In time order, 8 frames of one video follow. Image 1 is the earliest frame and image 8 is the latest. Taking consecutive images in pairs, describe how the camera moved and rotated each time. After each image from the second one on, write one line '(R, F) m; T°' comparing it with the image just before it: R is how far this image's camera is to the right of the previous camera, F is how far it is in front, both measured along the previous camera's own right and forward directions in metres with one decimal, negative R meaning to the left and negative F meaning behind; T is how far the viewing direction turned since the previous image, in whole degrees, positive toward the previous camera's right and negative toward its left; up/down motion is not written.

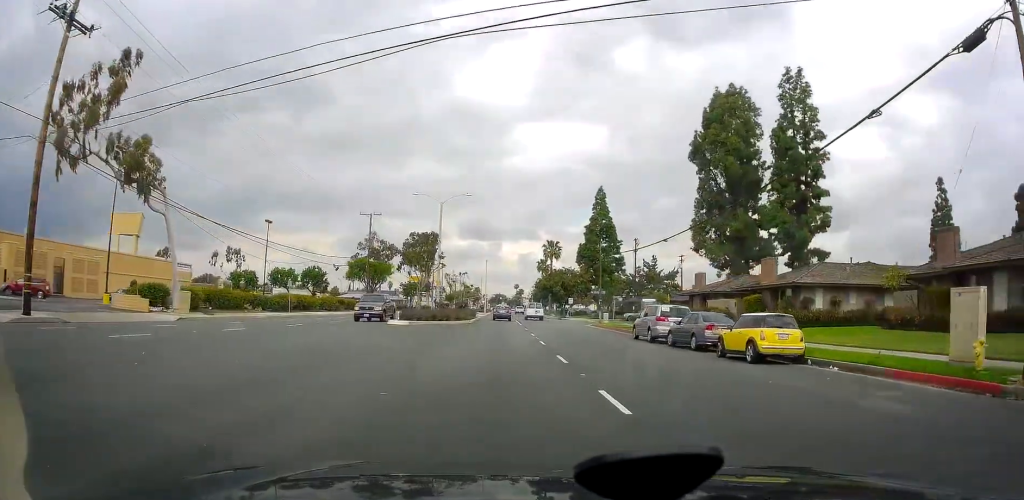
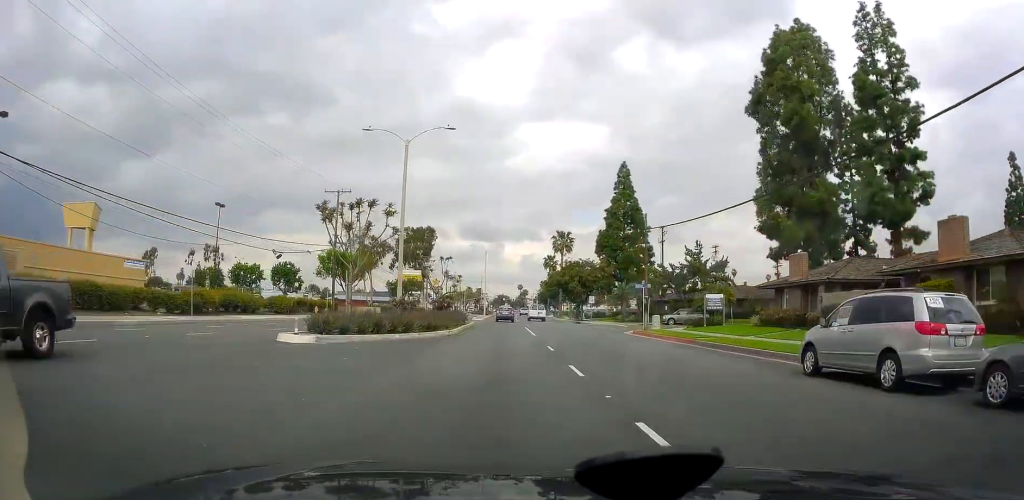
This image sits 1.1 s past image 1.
(0.0, +17.5) m; 0°
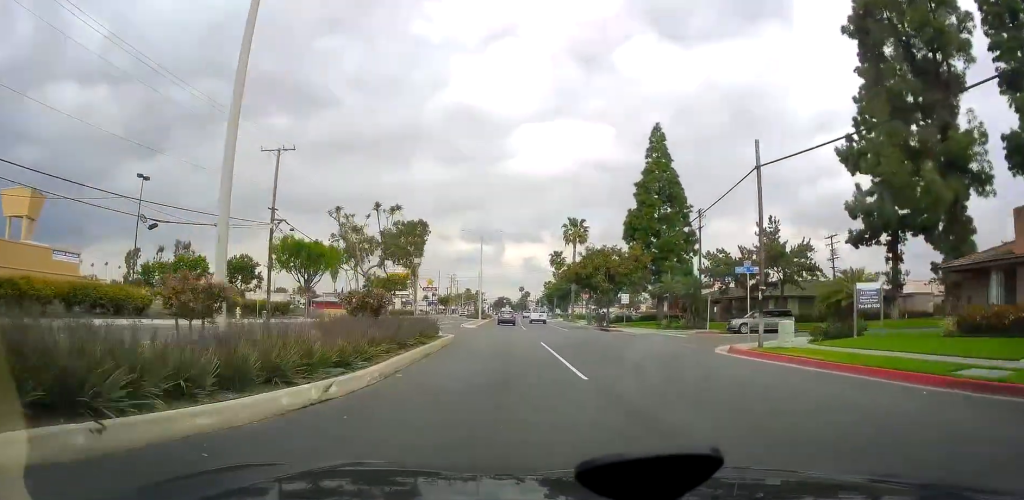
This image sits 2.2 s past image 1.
(0.0, +18.1) m; -1°
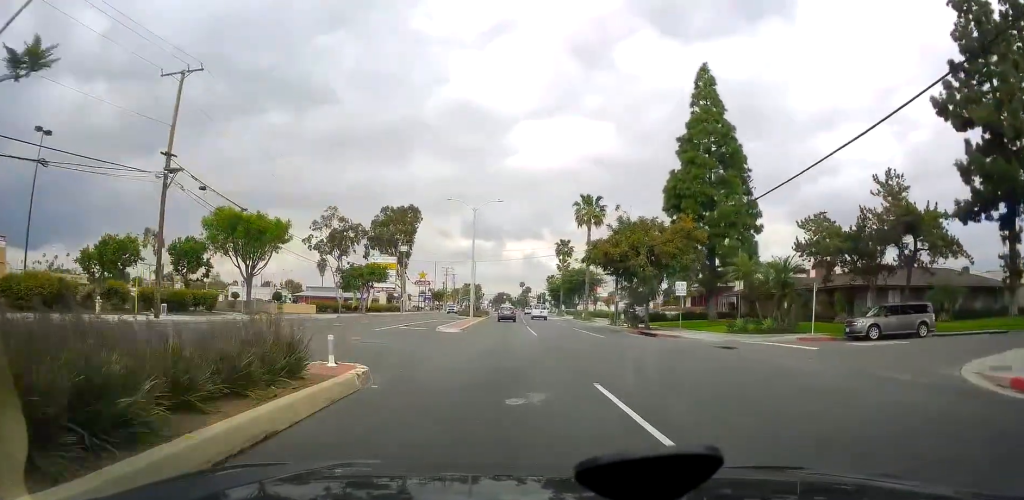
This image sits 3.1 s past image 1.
(-0.2, +16.0) m; -1°
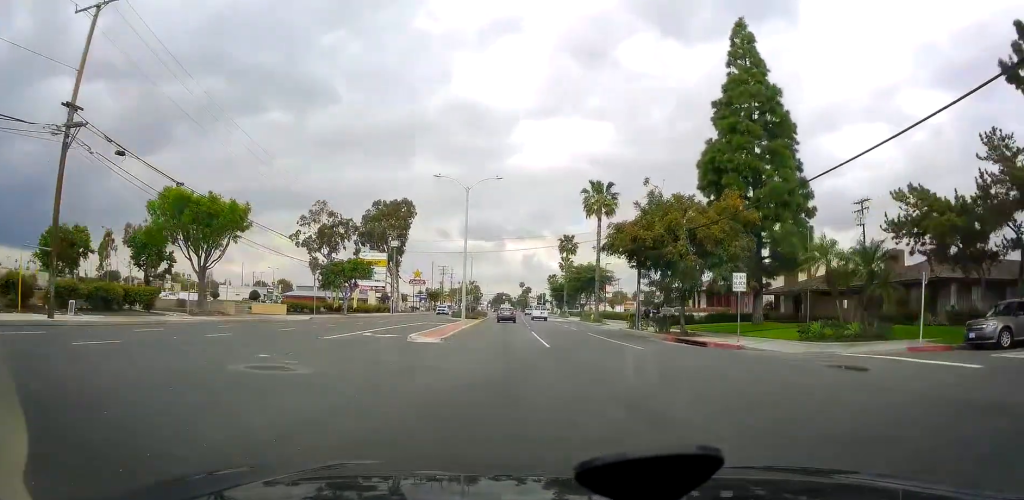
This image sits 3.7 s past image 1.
(-0.2, +8.8) m; 0°
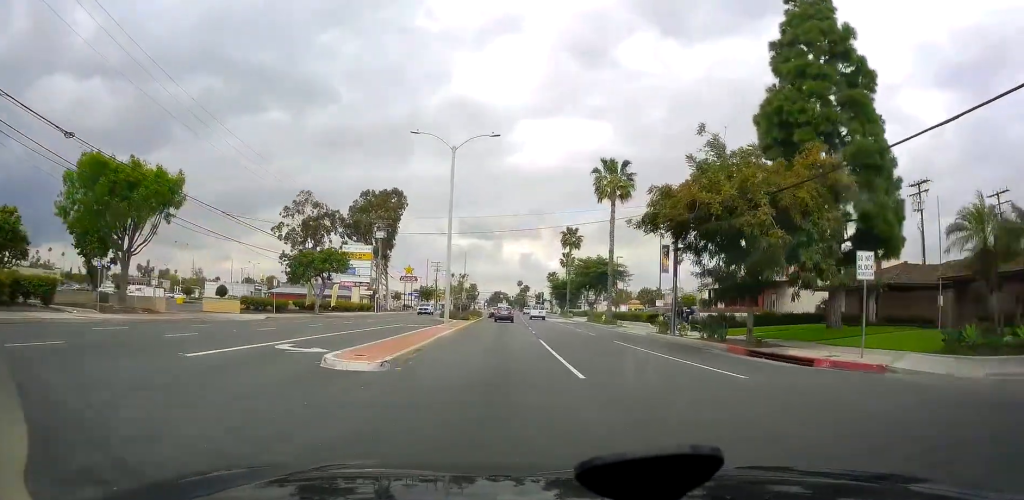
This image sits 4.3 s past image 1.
(+0.2, +9.8) m; -1°
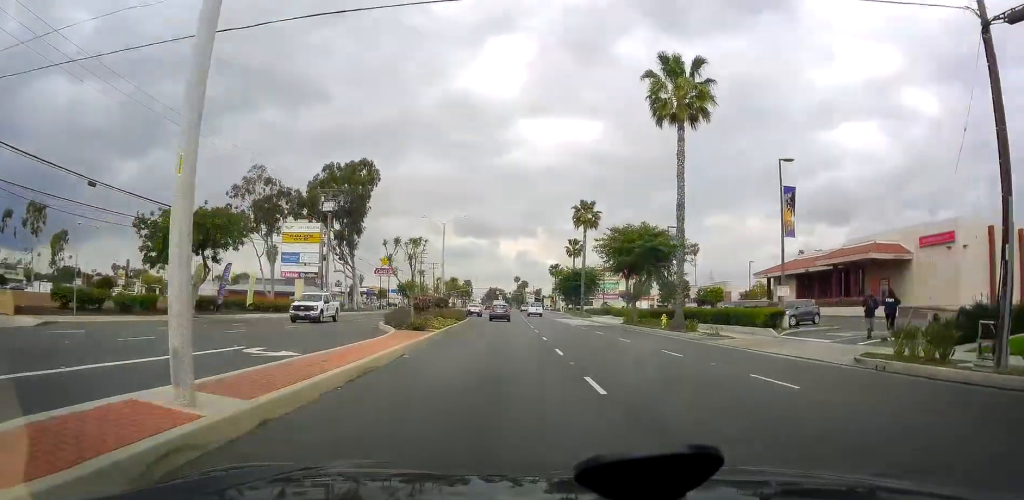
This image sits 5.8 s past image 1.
(-0.8, +24.4) m; -1°
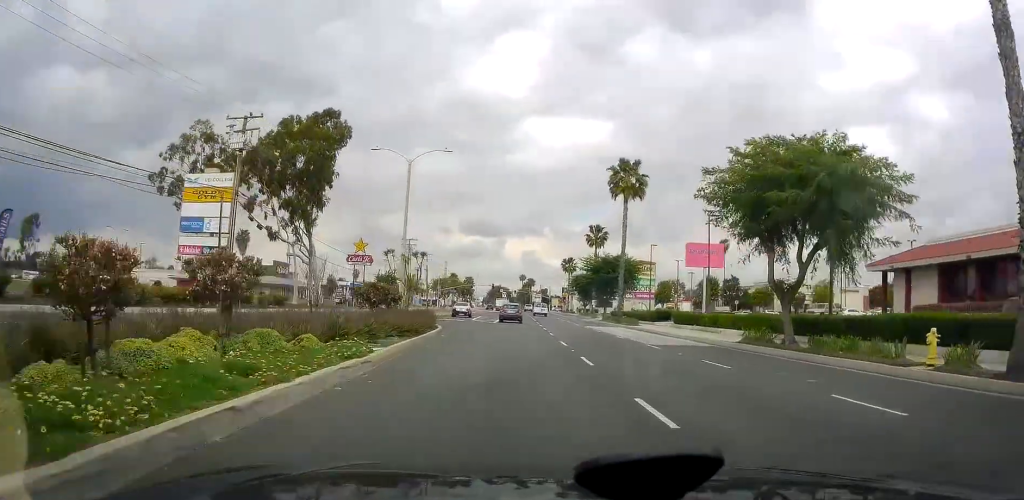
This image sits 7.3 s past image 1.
(+1.4, +24.8) m; +3°
